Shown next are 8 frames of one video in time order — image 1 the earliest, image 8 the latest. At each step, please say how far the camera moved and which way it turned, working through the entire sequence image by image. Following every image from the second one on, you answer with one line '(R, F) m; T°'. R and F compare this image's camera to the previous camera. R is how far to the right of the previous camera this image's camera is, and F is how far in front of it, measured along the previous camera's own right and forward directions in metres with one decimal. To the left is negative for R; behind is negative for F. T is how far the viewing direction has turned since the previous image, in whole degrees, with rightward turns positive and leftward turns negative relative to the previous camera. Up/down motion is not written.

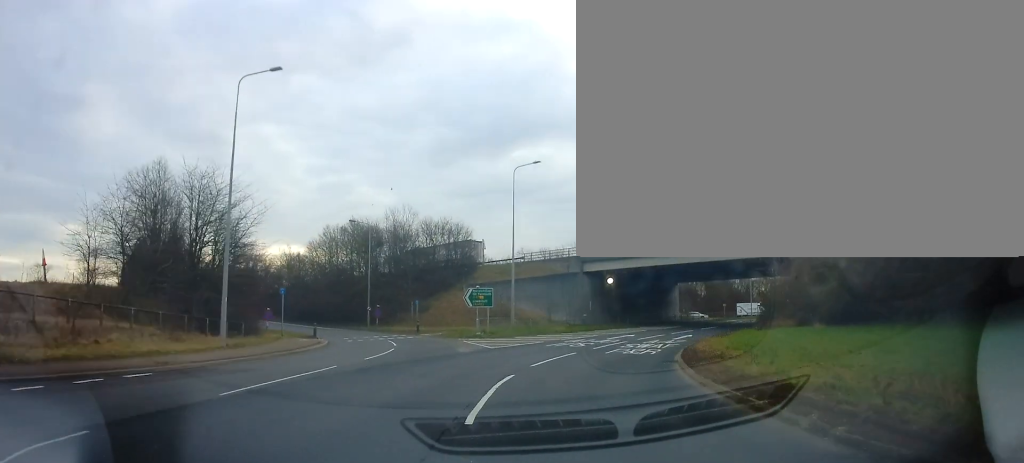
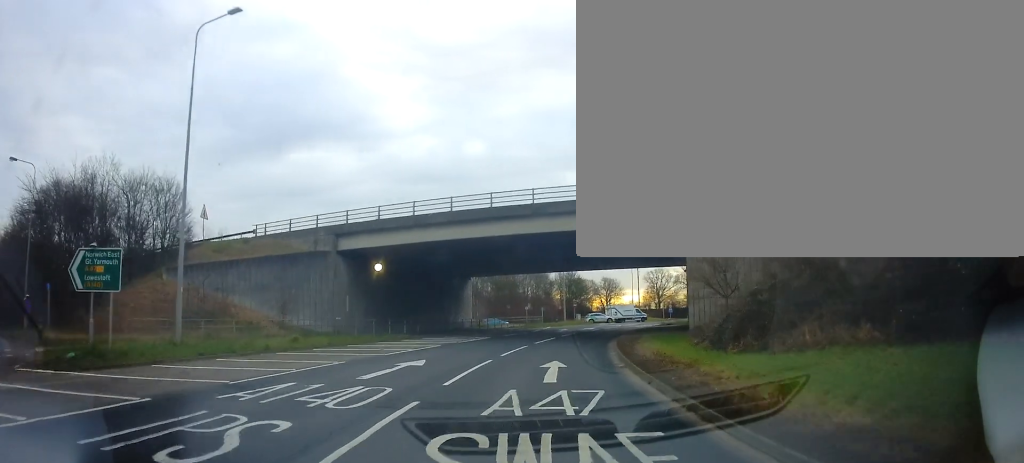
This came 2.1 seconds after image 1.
(+3.6, +20.7) m; +17°
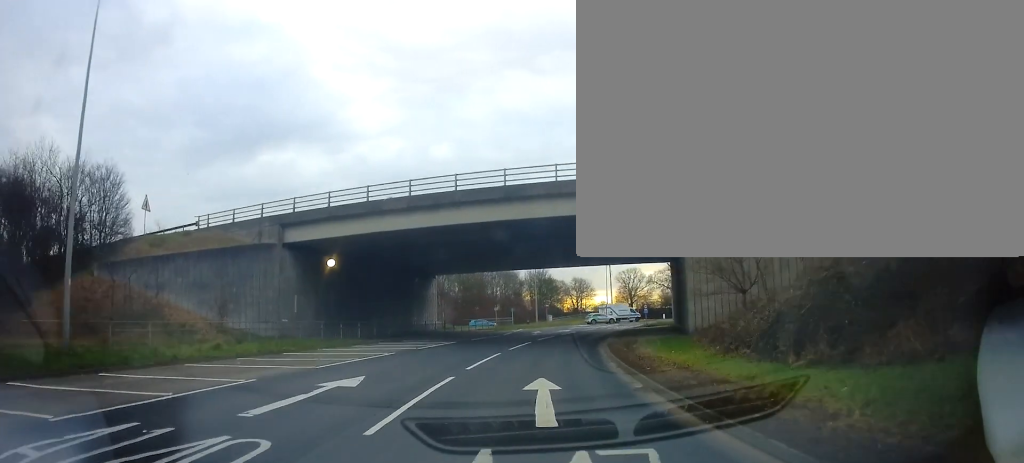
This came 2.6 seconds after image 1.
(+0.1, +4.7) m; +3°
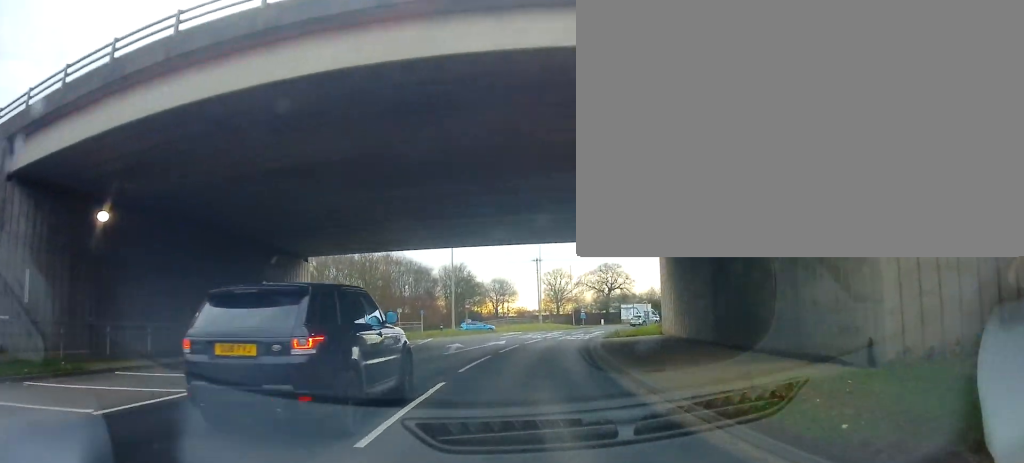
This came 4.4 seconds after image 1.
(+1.3, +17.9) m; +7°
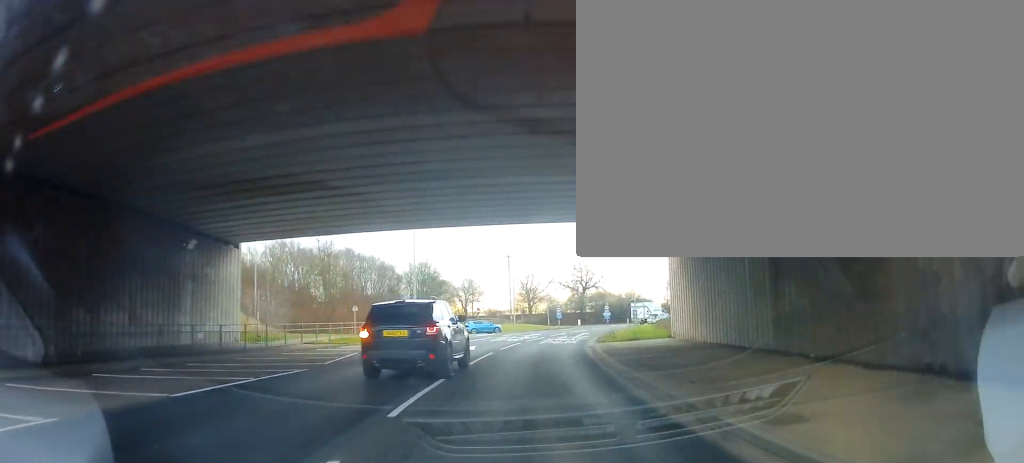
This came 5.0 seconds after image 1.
(+0.4, +6.3) m; +2°
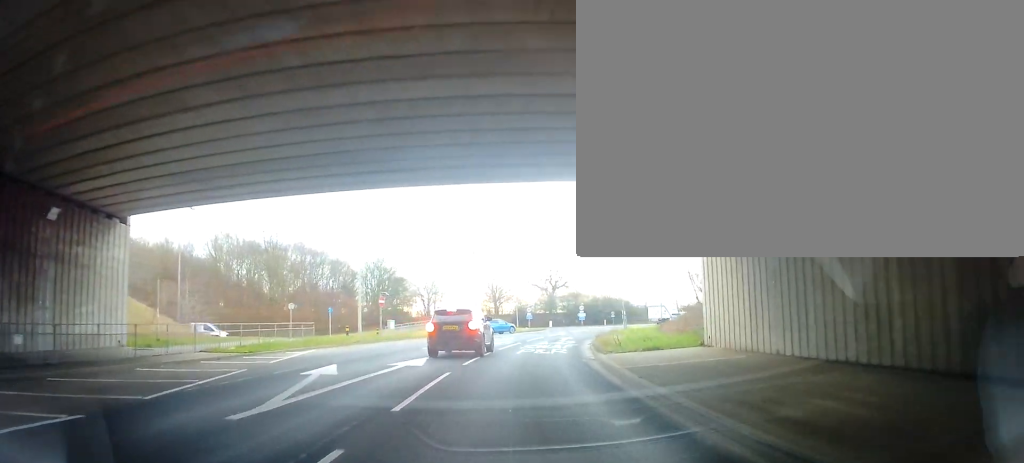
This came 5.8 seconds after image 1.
(+0.2, +7.5) m; +3°
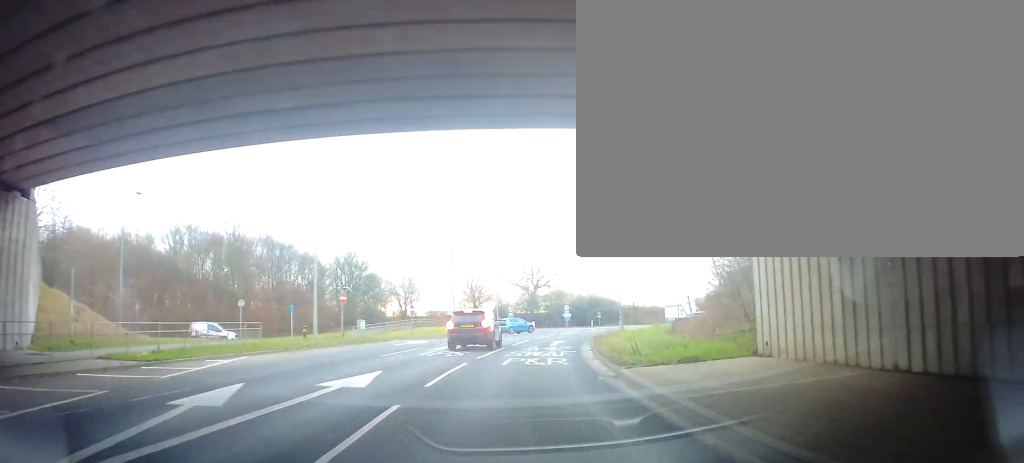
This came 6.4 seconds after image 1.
(-0.2, +4.9) m; +2°
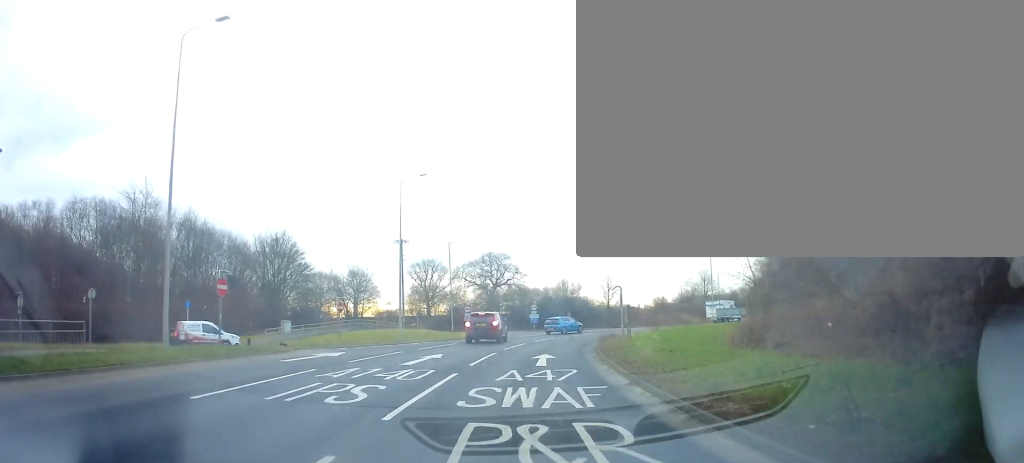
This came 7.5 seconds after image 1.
(+0.9, +10.9) m; +8°
